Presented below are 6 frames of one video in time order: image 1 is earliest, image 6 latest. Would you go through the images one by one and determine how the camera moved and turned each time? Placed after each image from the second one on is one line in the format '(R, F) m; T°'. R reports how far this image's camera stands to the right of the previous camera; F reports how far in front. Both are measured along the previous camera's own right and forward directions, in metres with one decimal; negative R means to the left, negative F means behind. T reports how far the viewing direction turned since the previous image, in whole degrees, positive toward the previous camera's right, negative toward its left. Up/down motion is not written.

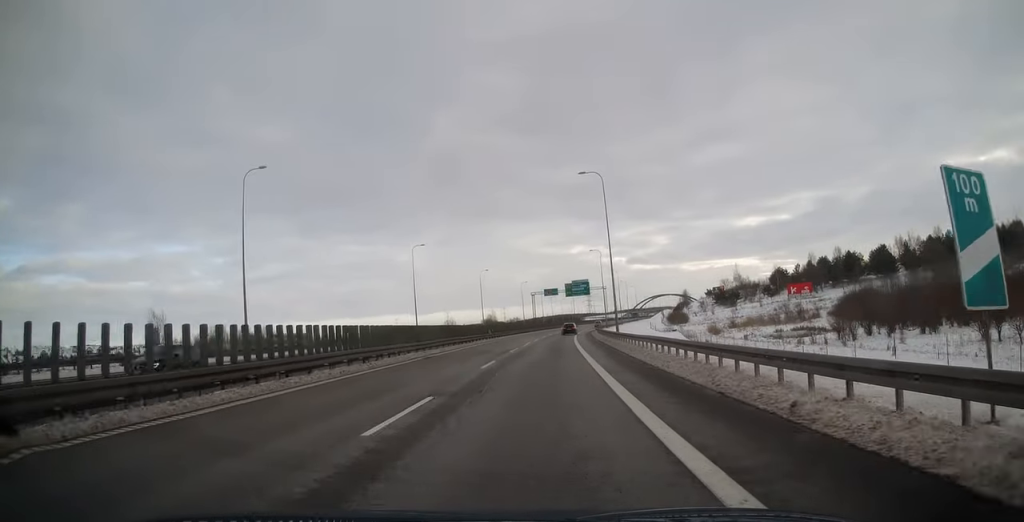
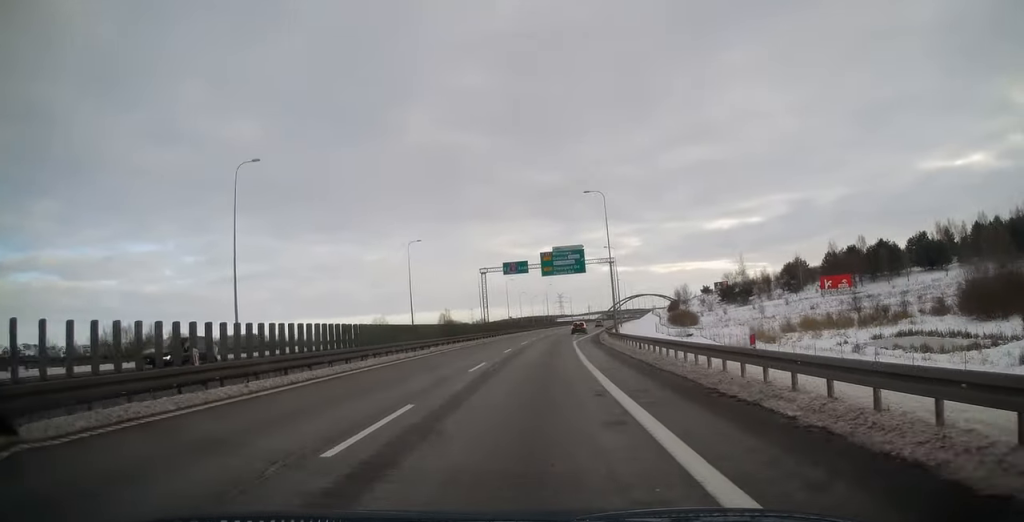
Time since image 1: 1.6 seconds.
(+1.1, +49.4) m; +3°
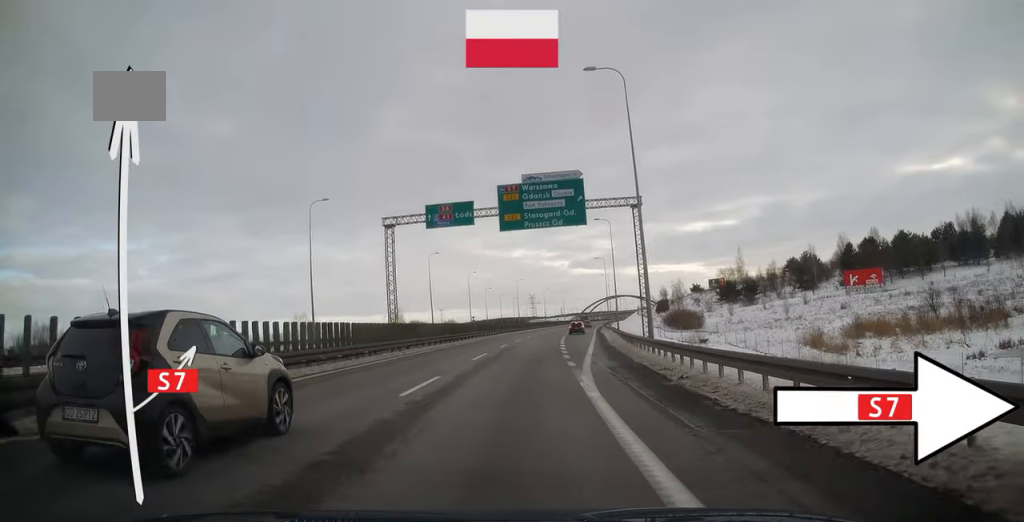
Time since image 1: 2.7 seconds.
(+0.7, +30.6) m; +2°
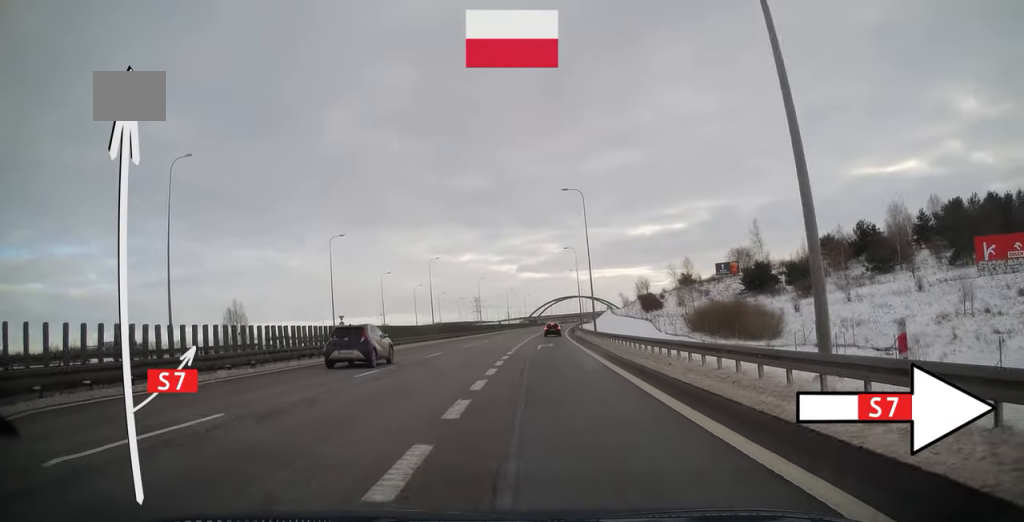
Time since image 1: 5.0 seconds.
(+3.3, +66.6) m; +5°
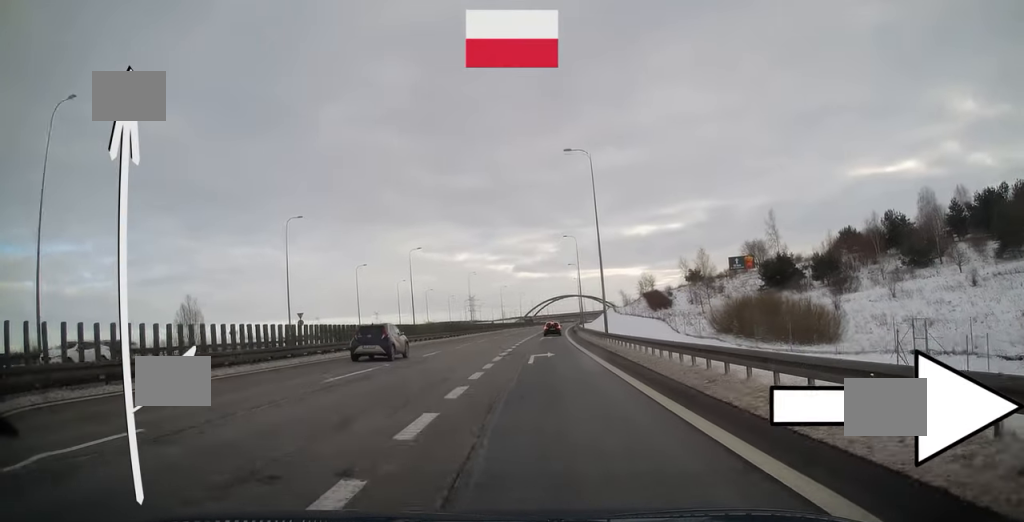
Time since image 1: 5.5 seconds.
(+0.1, +13.7) m; +1°
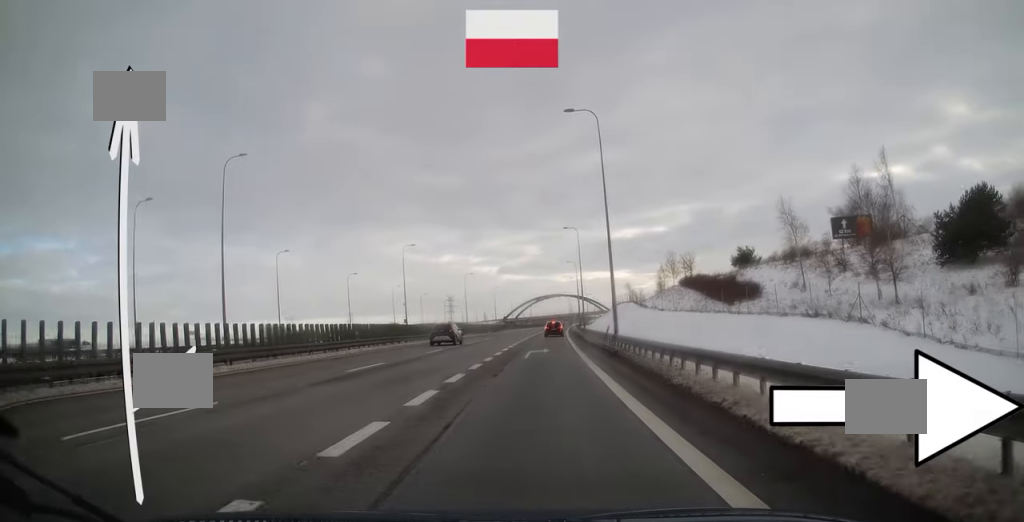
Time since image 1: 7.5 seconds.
(+0.8, +57.1) m; +2°
